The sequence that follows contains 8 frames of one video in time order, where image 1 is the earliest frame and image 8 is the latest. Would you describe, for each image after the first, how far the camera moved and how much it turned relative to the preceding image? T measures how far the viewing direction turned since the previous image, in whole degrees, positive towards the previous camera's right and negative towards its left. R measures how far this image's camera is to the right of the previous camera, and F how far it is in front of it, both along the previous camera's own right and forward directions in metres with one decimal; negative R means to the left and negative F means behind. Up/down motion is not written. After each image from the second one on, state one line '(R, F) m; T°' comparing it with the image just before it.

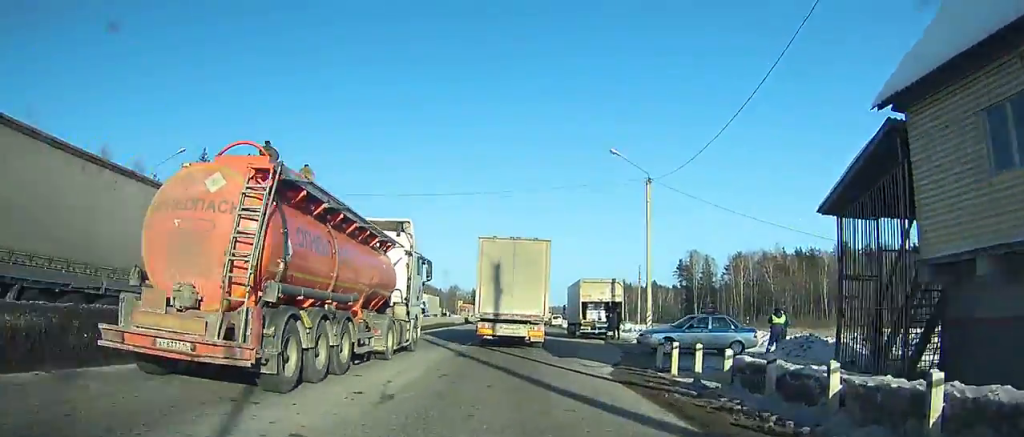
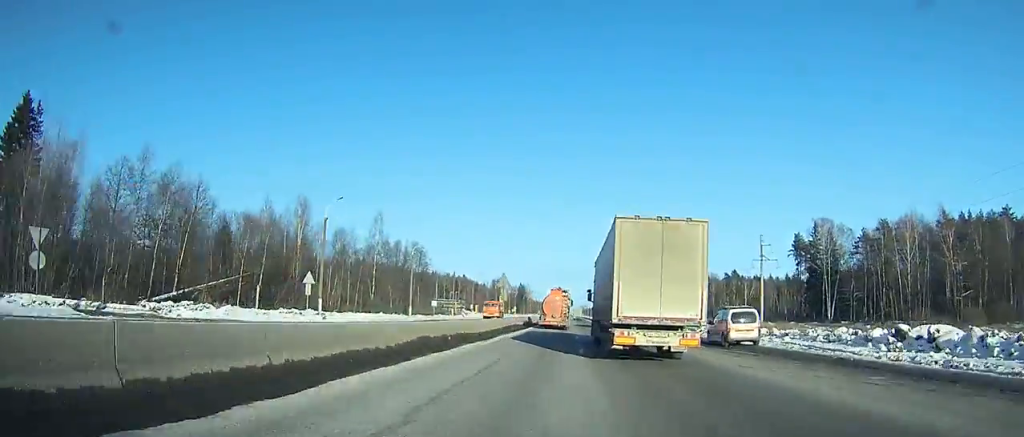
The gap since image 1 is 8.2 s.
(-1.7, +63.2) m; -1°
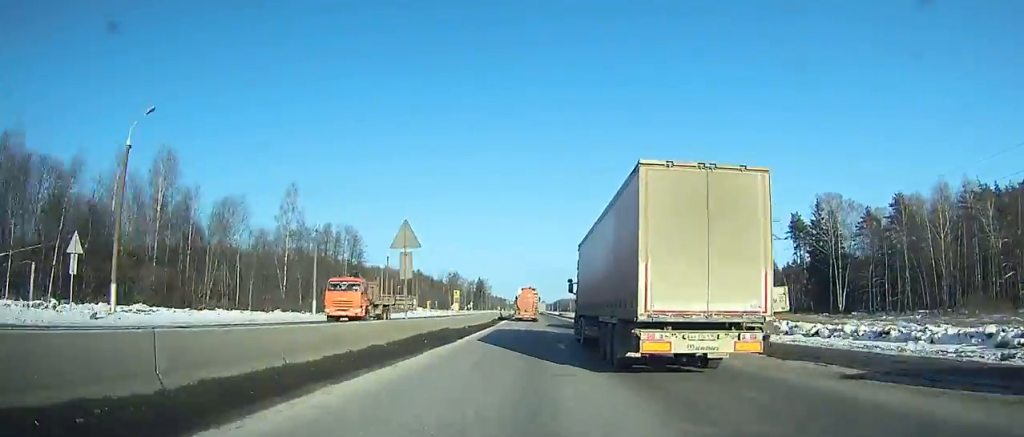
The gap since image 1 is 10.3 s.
(+0.4, +24.2) m; +1°
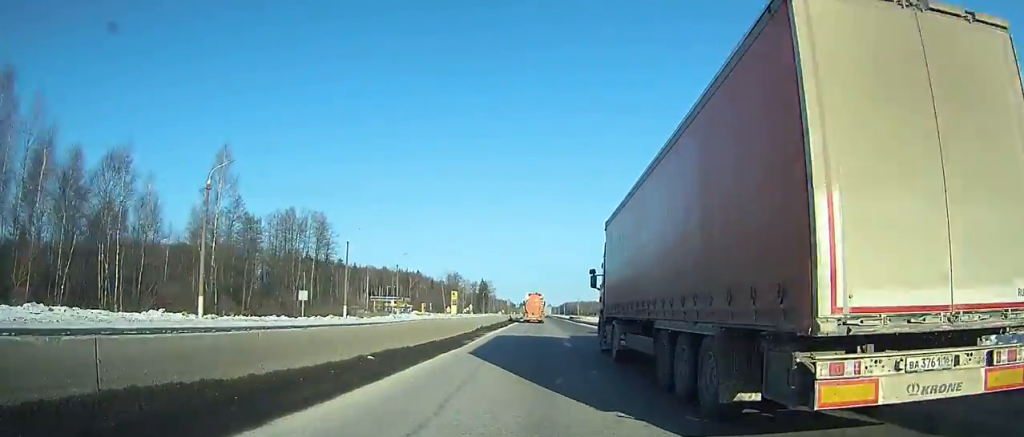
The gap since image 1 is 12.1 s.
(+0.3, +22.6) m; +1°
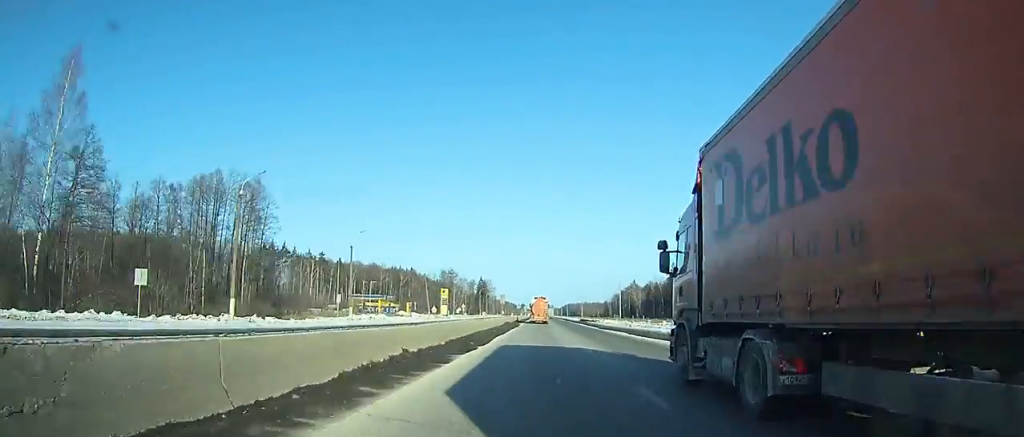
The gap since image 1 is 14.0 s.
(0.0, +27.3) m; +1°
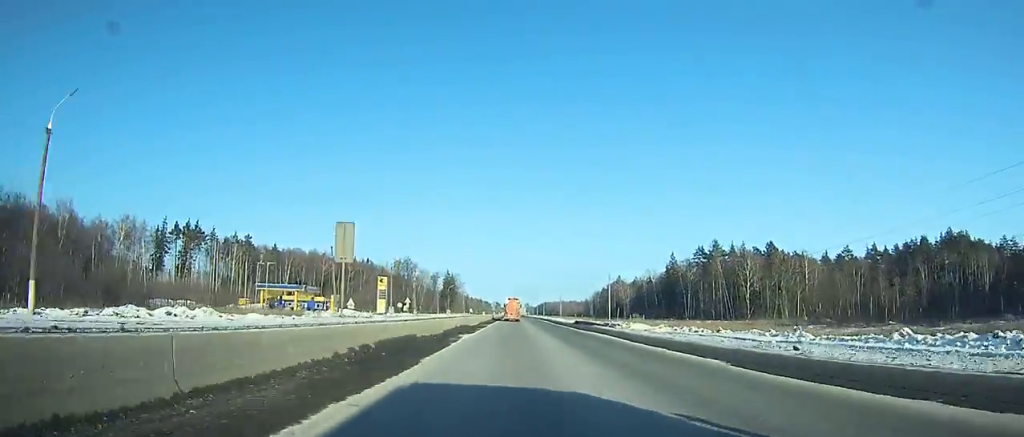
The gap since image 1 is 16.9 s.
(+0.8, +45.8) m; +1°
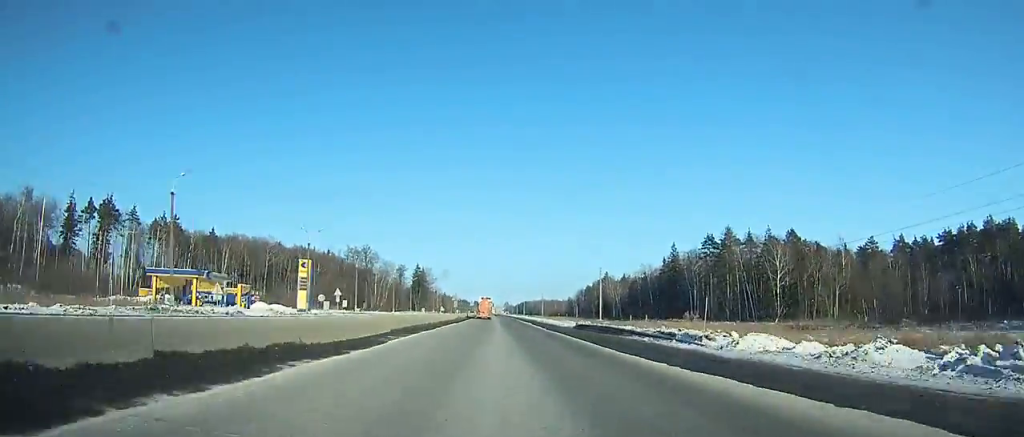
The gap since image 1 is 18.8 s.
(+0.3, +32.4) m; 0°
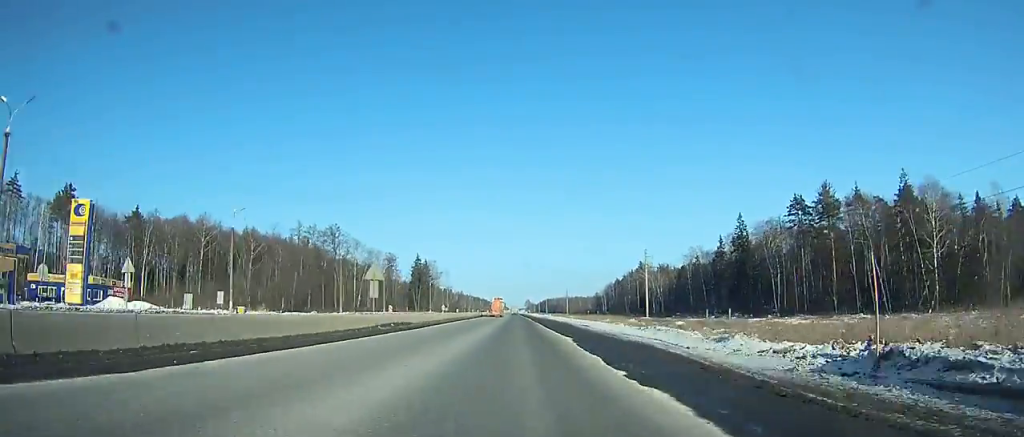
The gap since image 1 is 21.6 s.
(-0.2, +50.3) m; -1°
